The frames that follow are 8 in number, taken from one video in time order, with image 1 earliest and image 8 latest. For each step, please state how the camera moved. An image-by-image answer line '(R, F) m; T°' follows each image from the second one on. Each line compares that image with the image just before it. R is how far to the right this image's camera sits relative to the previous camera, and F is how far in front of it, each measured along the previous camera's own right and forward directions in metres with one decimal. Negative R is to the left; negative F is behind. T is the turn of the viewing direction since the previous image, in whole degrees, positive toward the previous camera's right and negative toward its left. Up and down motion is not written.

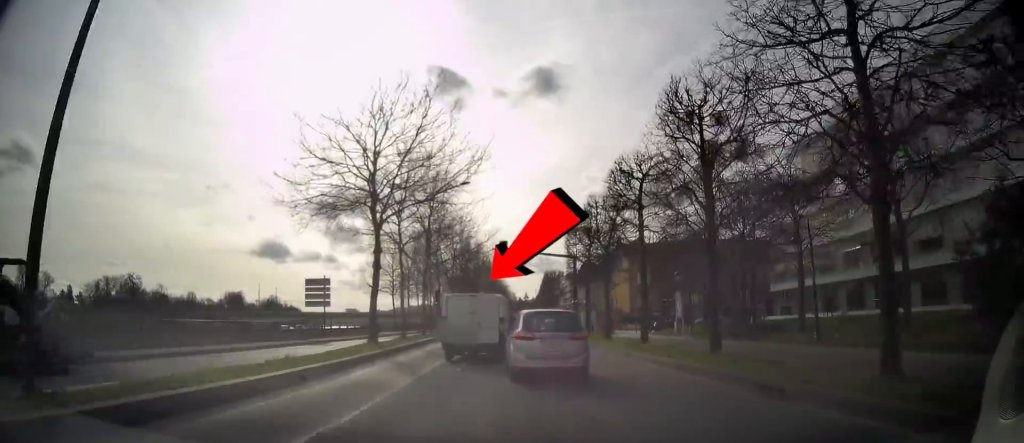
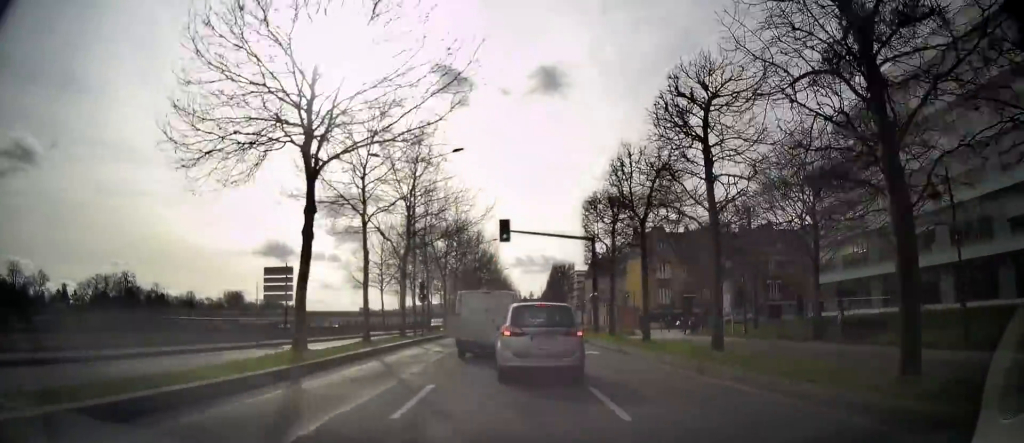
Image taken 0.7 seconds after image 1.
(-0.1, +8.2) m; 0°
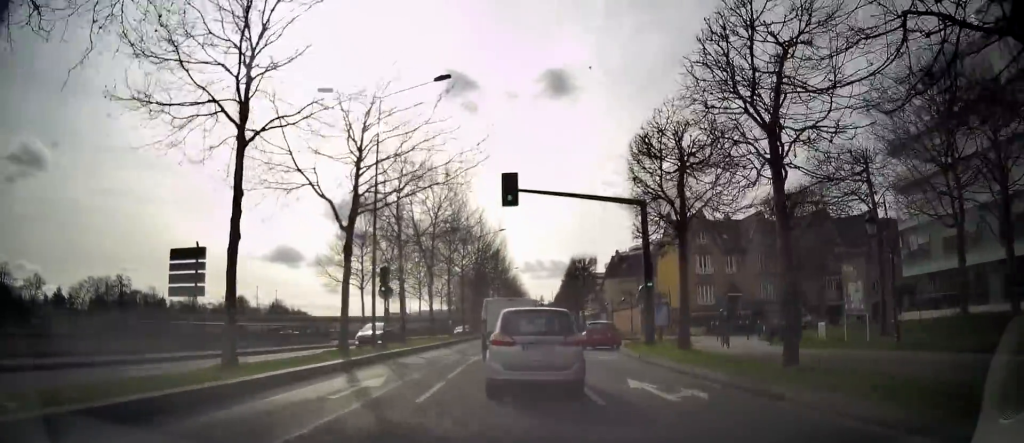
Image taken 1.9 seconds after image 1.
(0.0, +12.6) m; 0°
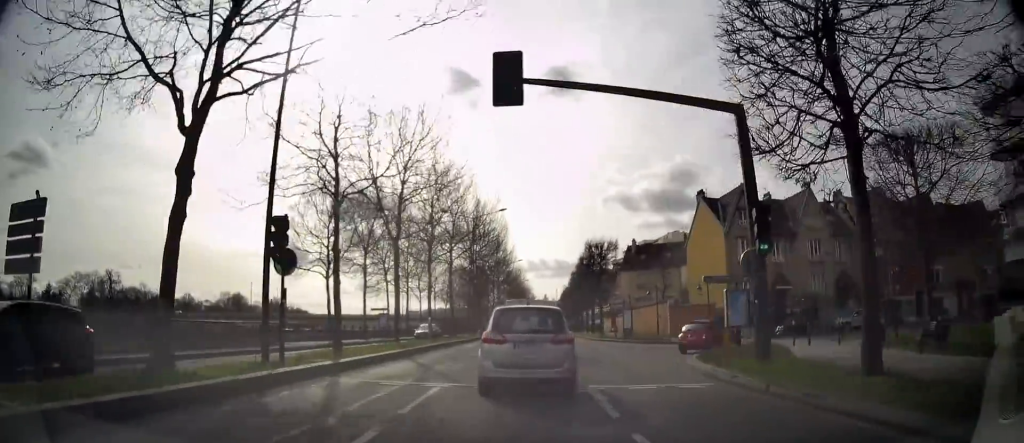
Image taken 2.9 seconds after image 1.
(0.0, +10.4) m; 0°
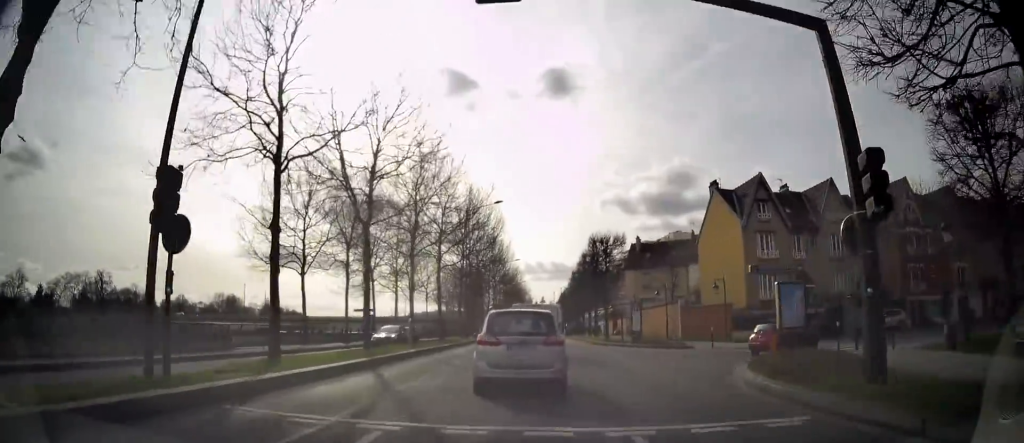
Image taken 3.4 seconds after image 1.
(+0.1, +4.6) m; 0°
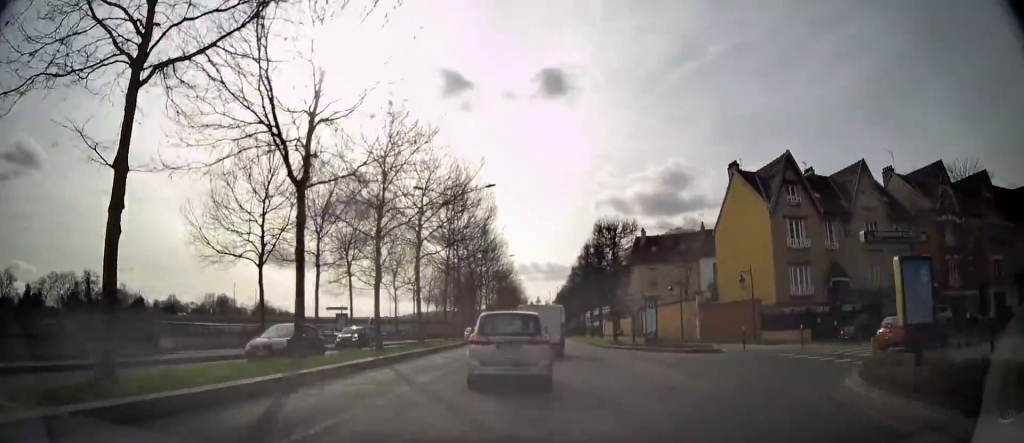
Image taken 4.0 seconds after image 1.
(0.0, +5.7) m; -1°
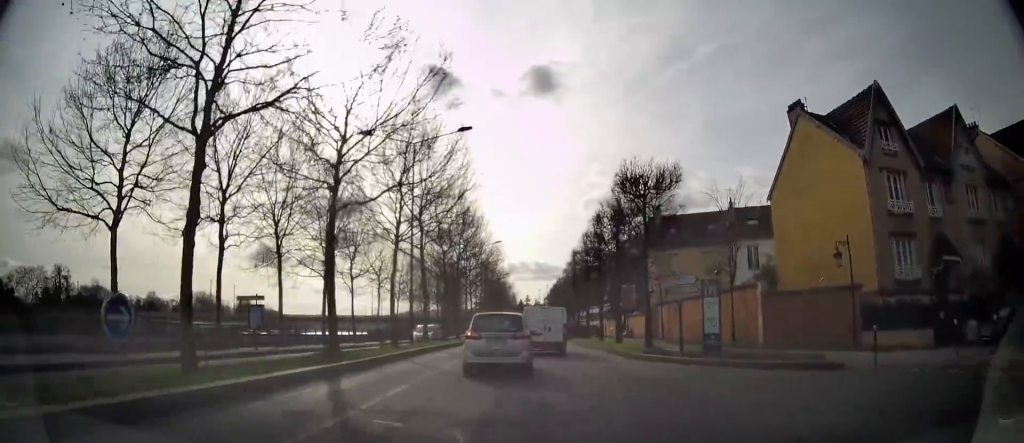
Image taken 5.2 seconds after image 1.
(-0.2, +11.6) m; -1°
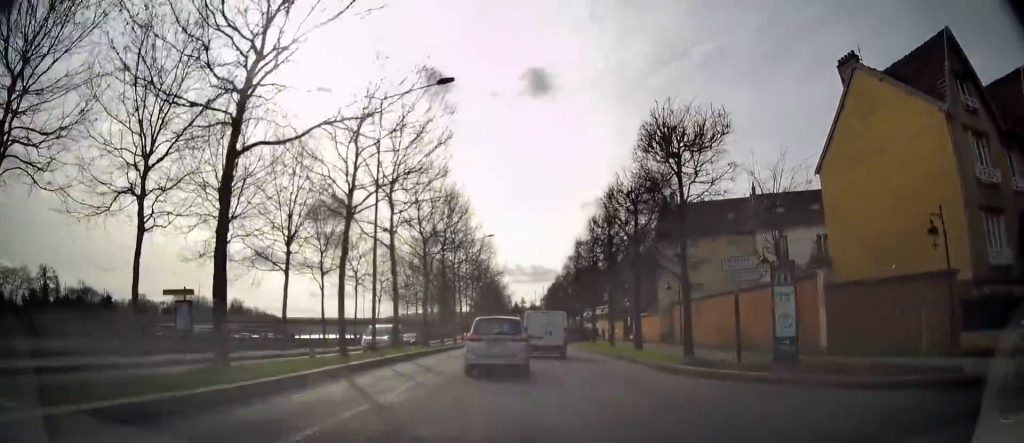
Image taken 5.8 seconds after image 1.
(0.0, +5.9) m; 0°
